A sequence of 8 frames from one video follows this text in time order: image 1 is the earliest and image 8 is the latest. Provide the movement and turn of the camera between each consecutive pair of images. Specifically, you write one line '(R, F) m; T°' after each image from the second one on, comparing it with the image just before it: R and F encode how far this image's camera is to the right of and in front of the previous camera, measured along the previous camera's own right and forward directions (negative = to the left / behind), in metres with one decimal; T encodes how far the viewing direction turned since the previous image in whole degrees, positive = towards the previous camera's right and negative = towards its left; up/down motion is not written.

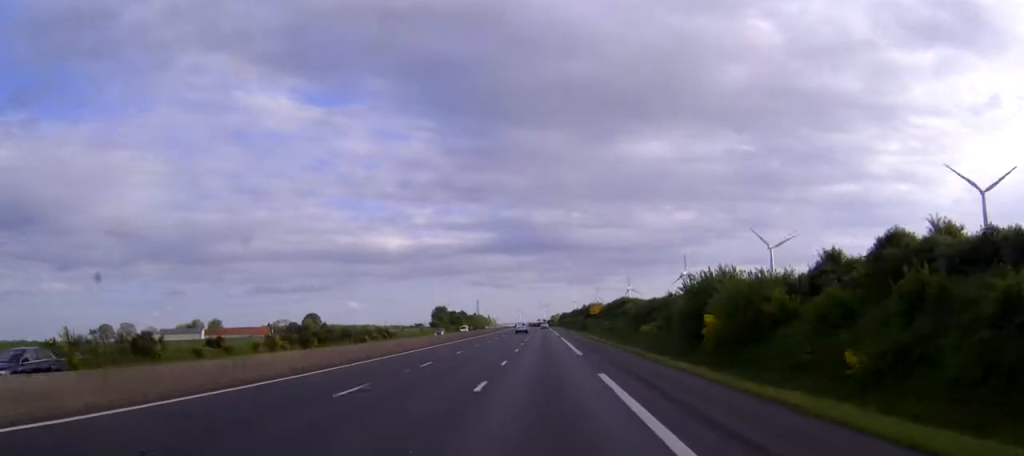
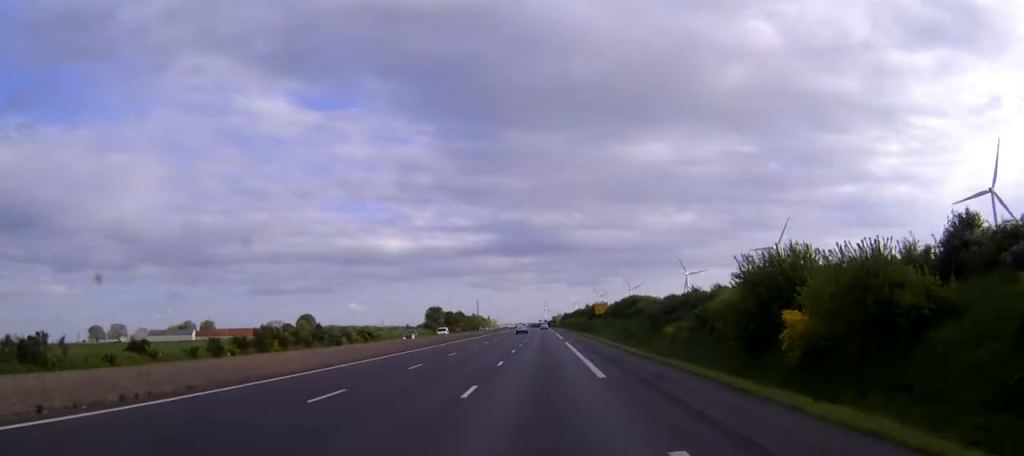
(0.0, +14.9) m; 0°
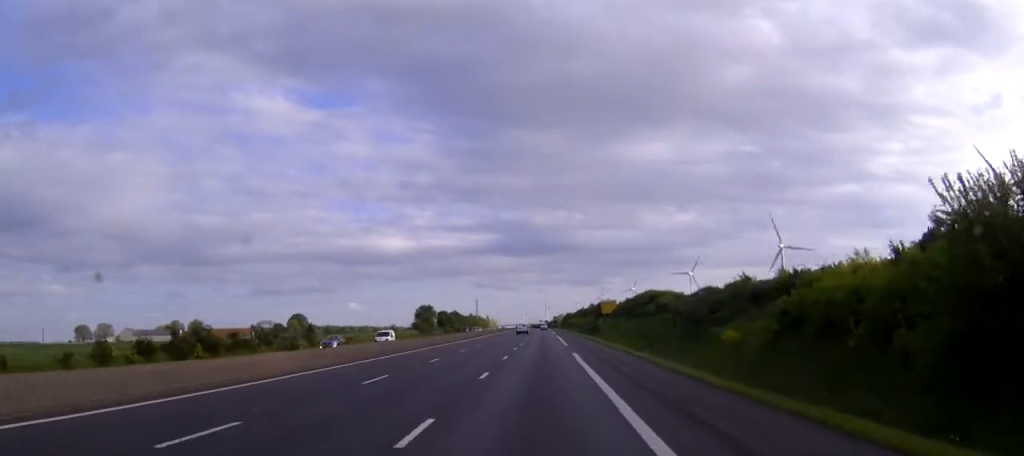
(0.0, +19.9) m; 0°
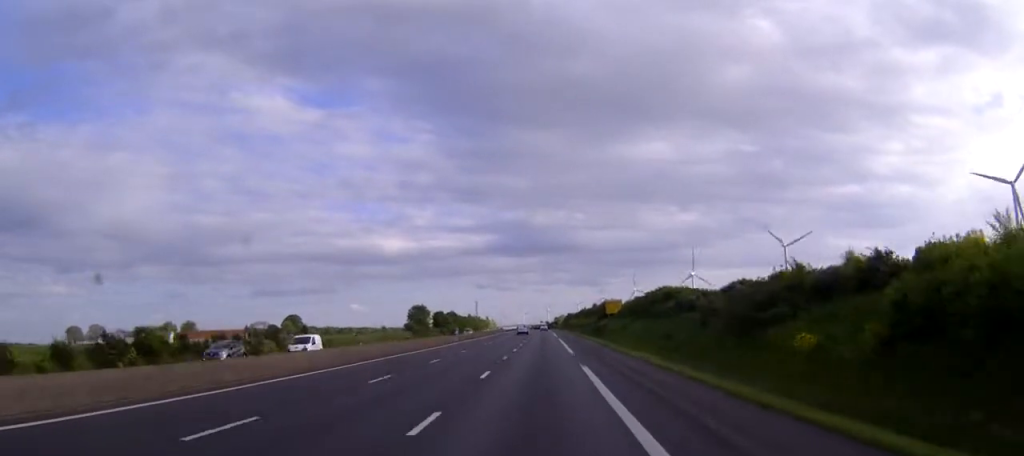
(0.0, +11.9) m; 0°
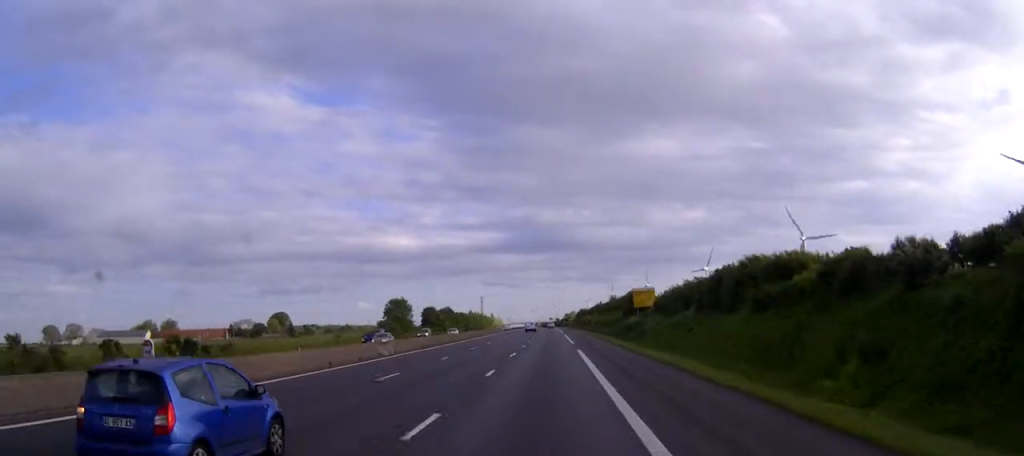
(-0.2, +38.5) m; -1°
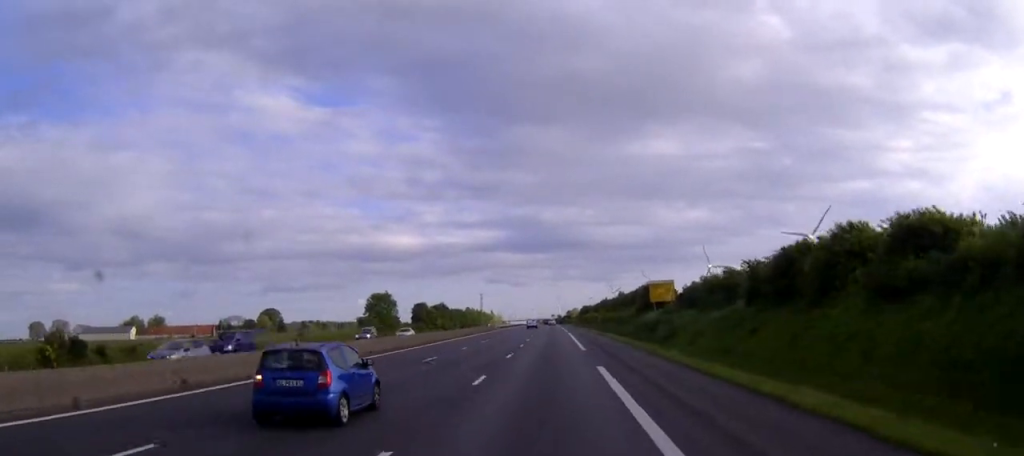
(-0.1, +17.7) m; 0°
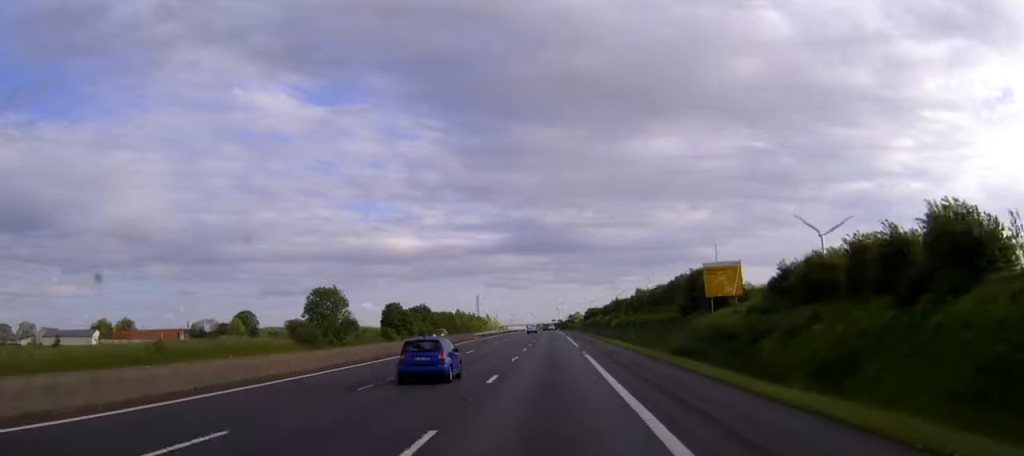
(-0.1, +36.4) m; 0°
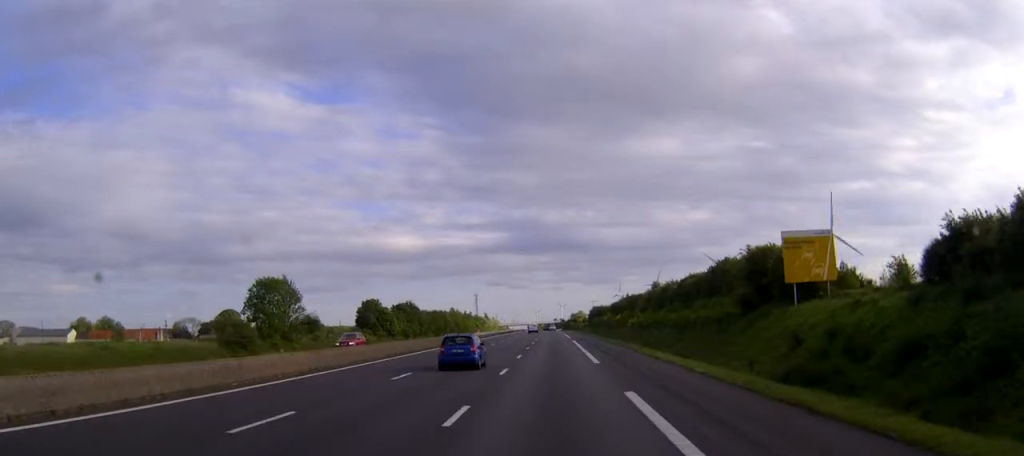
(0.0, +22.6) m; 0°
